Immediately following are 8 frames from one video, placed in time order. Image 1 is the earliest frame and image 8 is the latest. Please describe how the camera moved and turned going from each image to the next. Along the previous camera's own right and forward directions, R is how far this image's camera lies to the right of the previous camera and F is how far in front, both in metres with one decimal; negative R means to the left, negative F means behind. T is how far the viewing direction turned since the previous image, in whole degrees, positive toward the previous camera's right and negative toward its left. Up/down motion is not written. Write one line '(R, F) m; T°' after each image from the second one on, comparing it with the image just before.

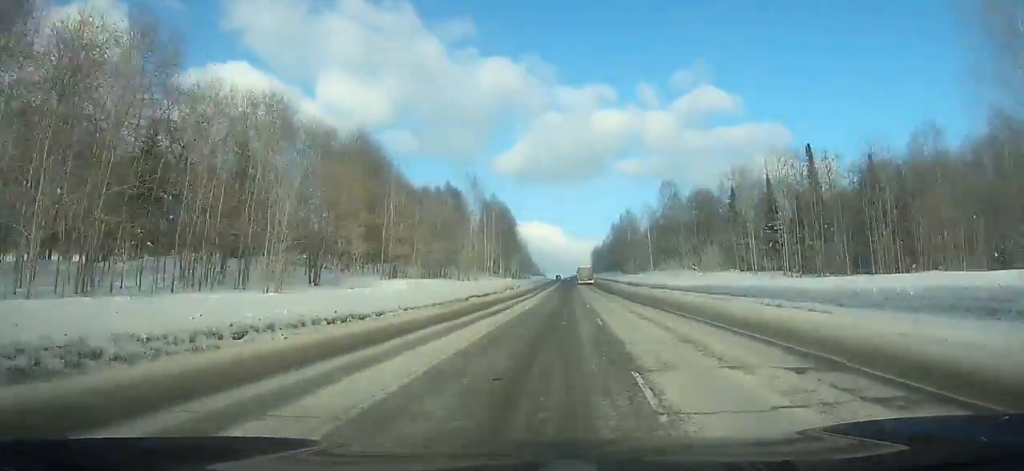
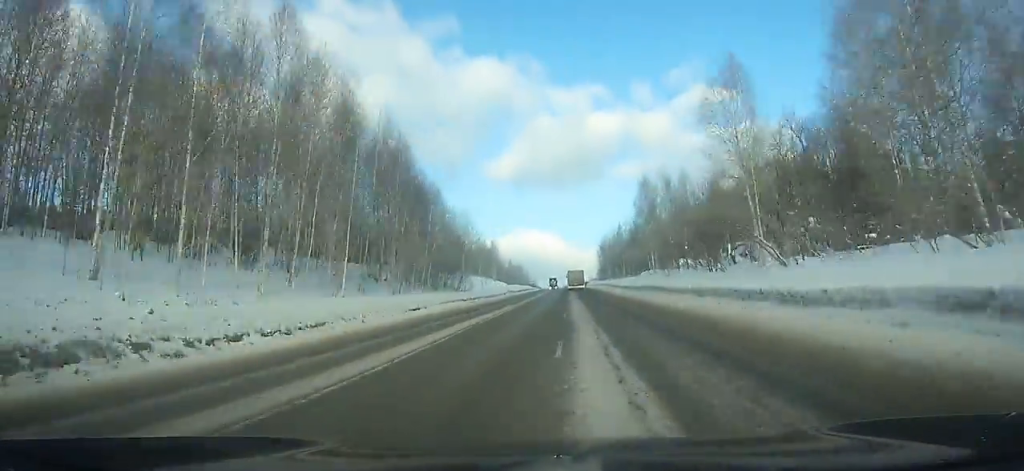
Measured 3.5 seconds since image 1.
(+0.3, +90.1) m; 0°
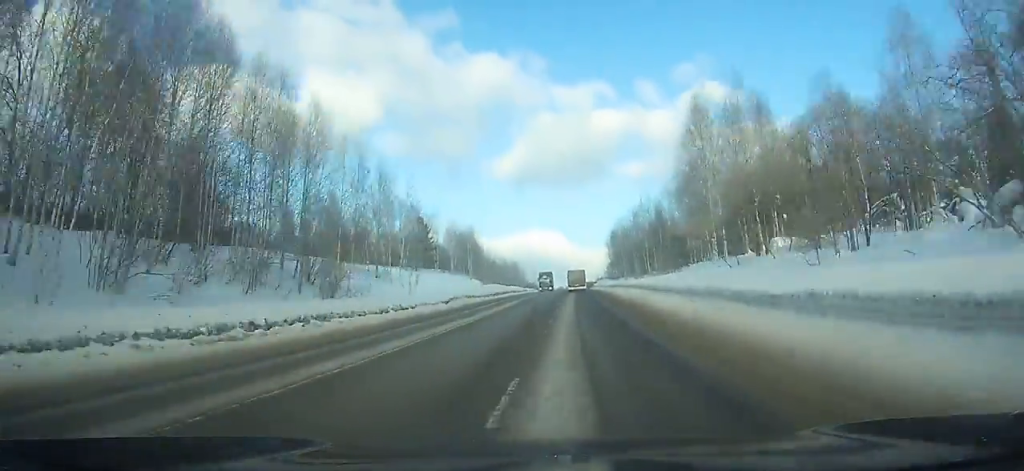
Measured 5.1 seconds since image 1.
(0.0, +40.8) m; 0°
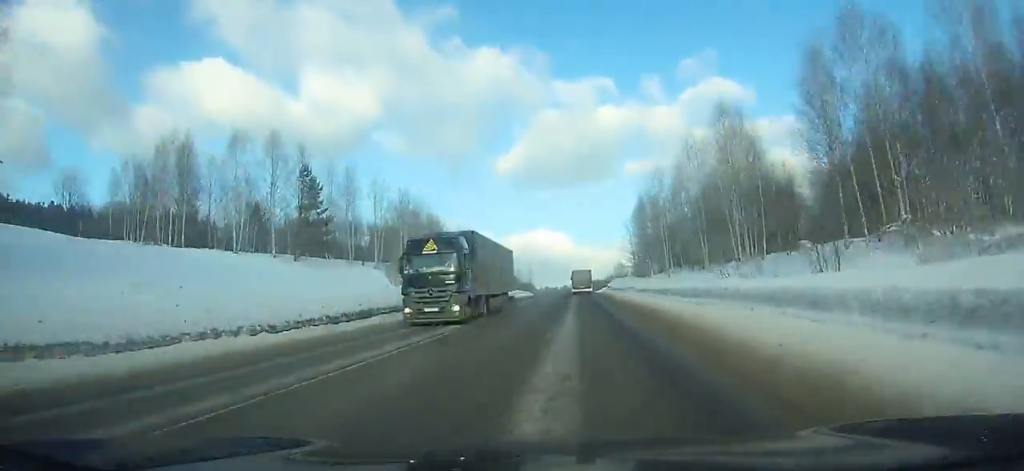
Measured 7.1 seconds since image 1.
(-0.1, +50.8) m; 0°
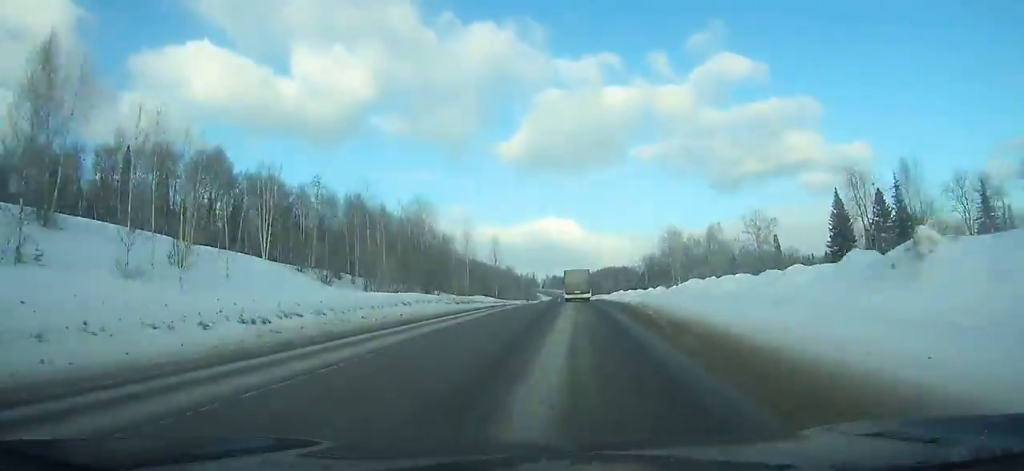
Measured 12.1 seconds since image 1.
(-1.8, +124.6) m; -2°
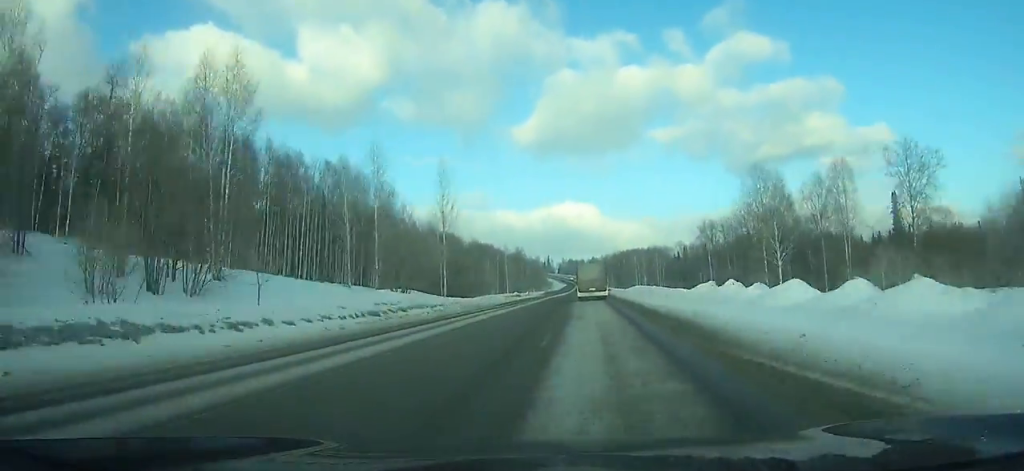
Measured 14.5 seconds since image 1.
(-0.7, +60.0) m; -1°
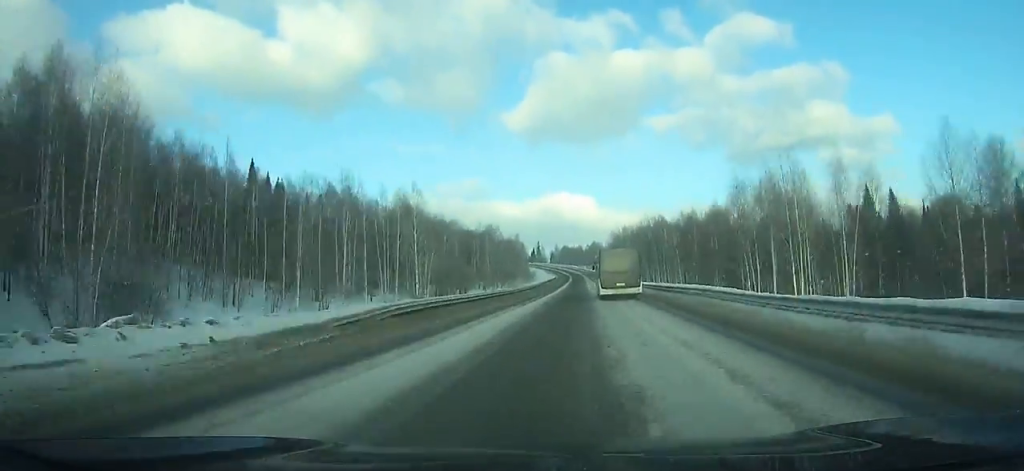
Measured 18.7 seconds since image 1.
(-0.8, +107.1) m; -1°
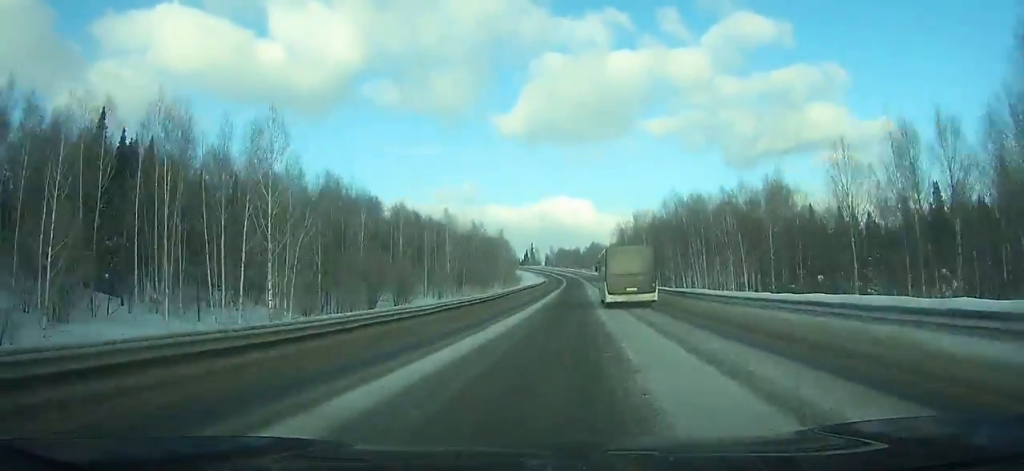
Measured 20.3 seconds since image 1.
(0.0, +41.8) m; 0°
